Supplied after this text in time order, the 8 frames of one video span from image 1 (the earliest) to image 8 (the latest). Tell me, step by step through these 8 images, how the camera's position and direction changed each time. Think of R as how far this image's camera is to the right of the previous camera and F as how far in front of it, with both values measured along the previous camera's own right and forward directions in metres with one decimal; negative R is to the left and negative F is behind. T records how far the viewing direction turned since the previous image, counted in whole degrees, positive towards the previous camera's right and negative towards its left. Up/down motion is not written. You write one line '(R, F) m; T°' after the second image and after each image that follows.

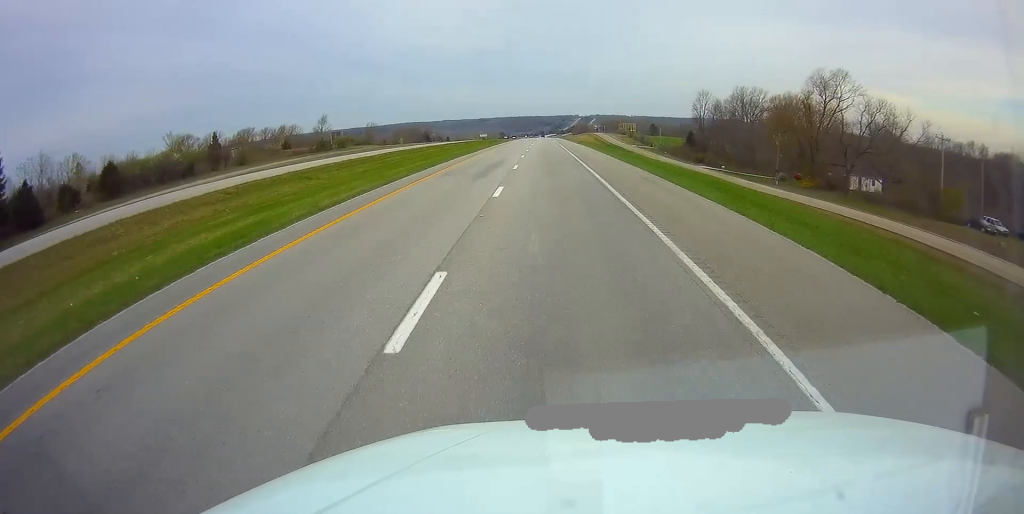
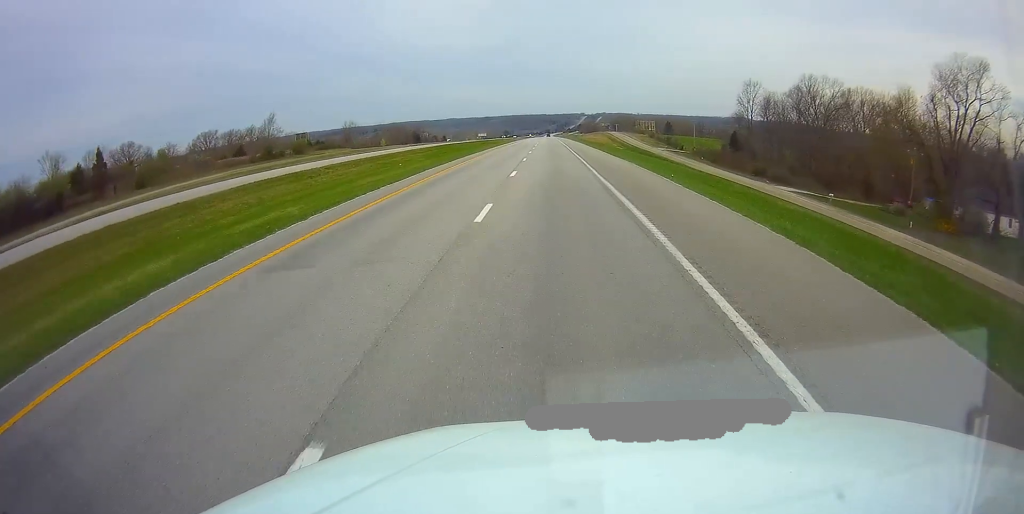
(-0.2, +41.9) m; 0°
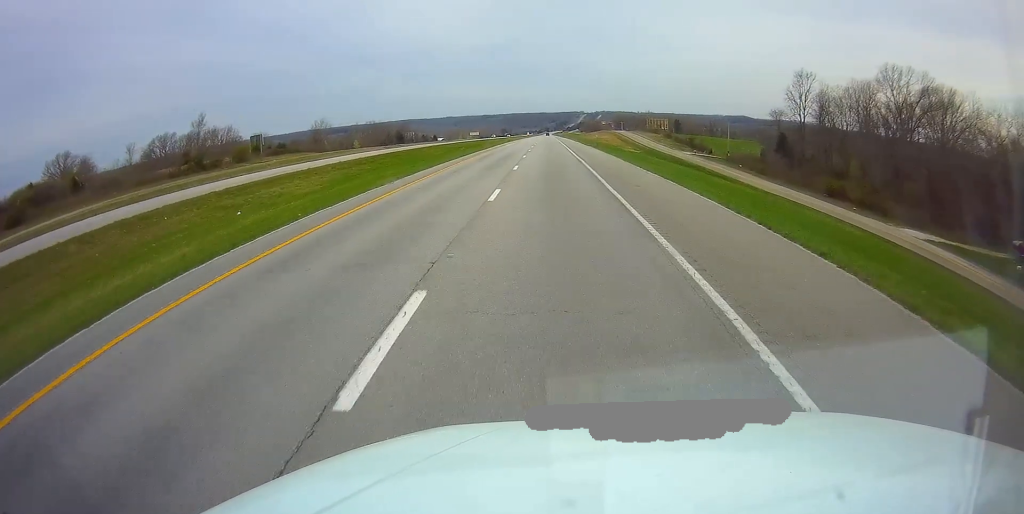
(+0.2, +33.5) m; 0°
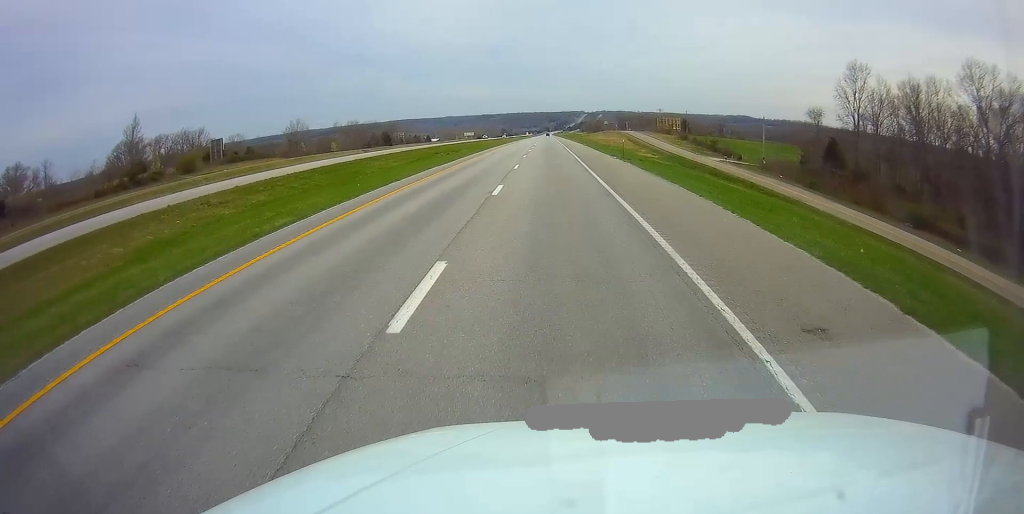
(0.0, +23.0) m; 0°
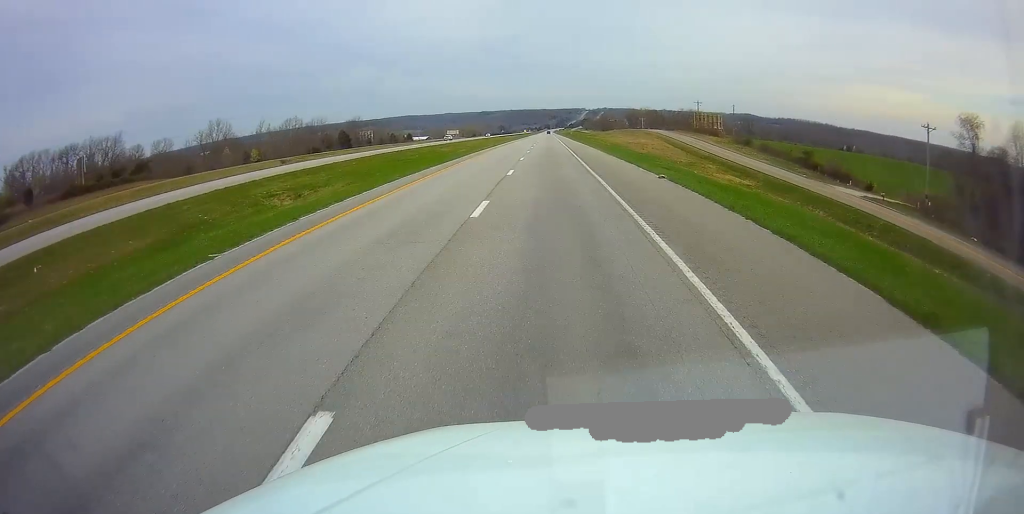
(-0.1, +54.4) m; 0°
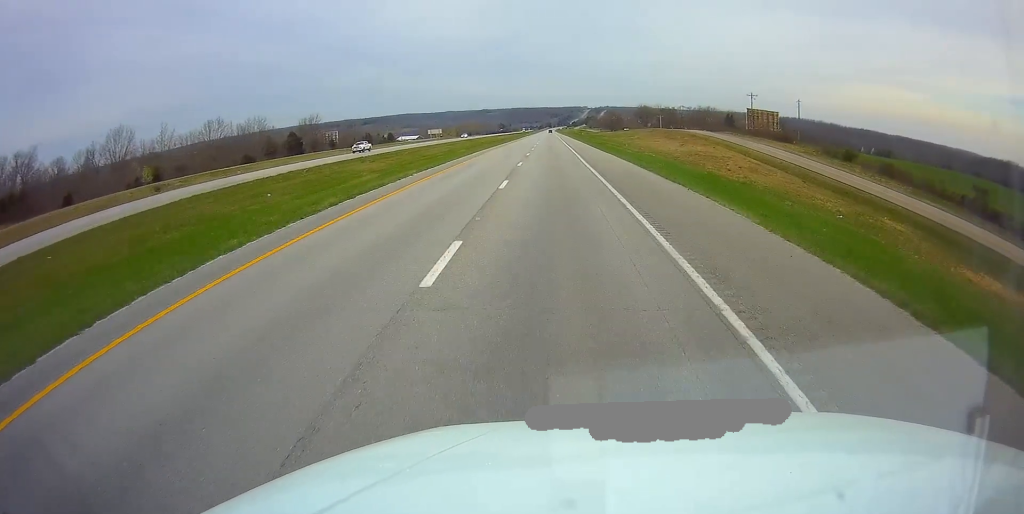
(-0.1, +42.9) m; 0°
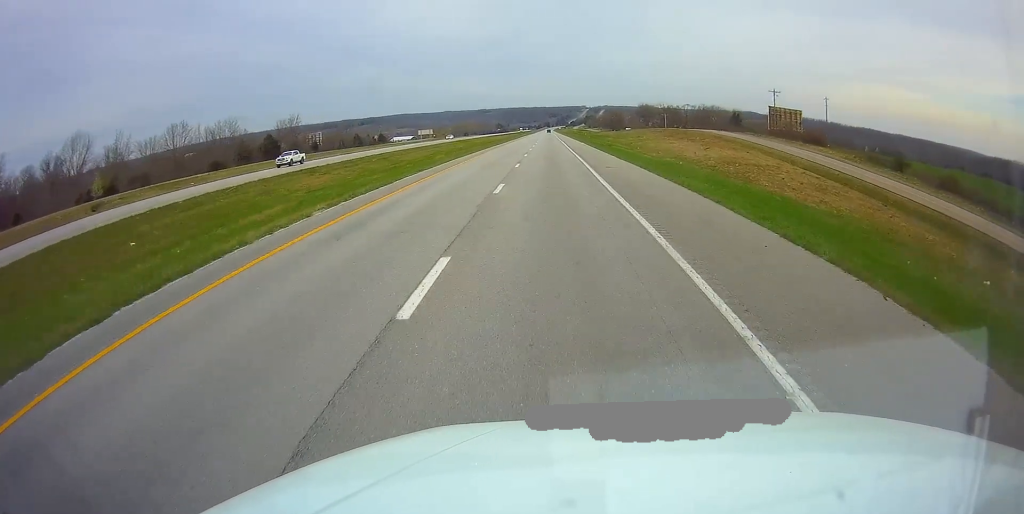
(-0.1, +13.6) m; 0°
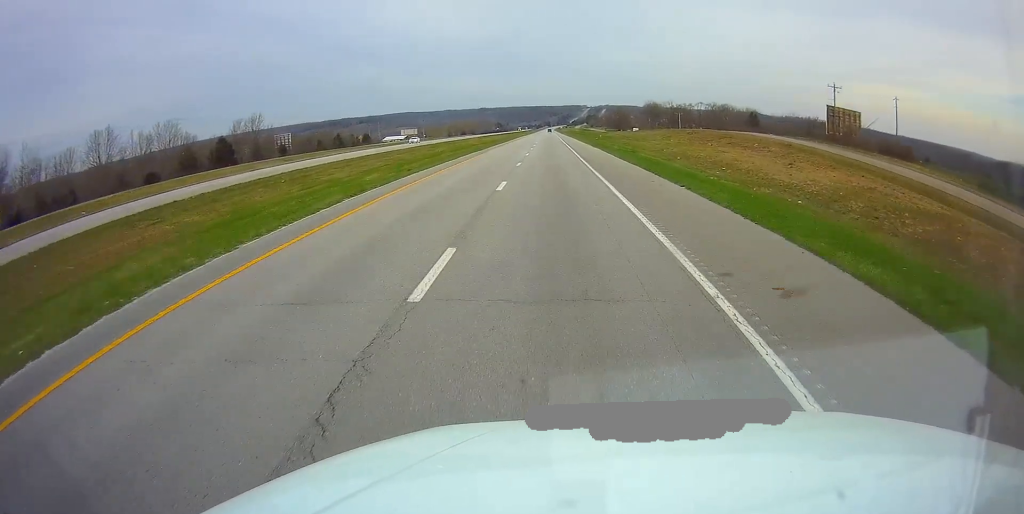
(+0.3, +24.2) m; 0°
